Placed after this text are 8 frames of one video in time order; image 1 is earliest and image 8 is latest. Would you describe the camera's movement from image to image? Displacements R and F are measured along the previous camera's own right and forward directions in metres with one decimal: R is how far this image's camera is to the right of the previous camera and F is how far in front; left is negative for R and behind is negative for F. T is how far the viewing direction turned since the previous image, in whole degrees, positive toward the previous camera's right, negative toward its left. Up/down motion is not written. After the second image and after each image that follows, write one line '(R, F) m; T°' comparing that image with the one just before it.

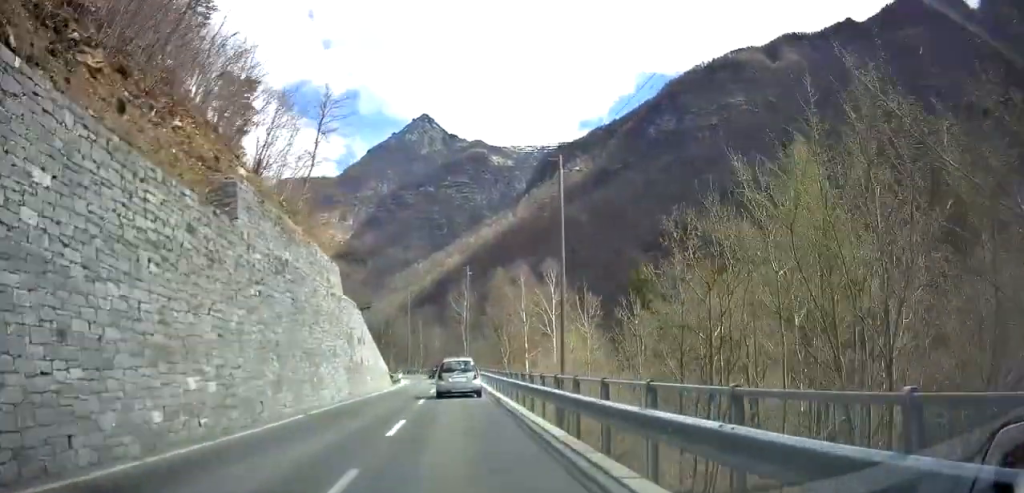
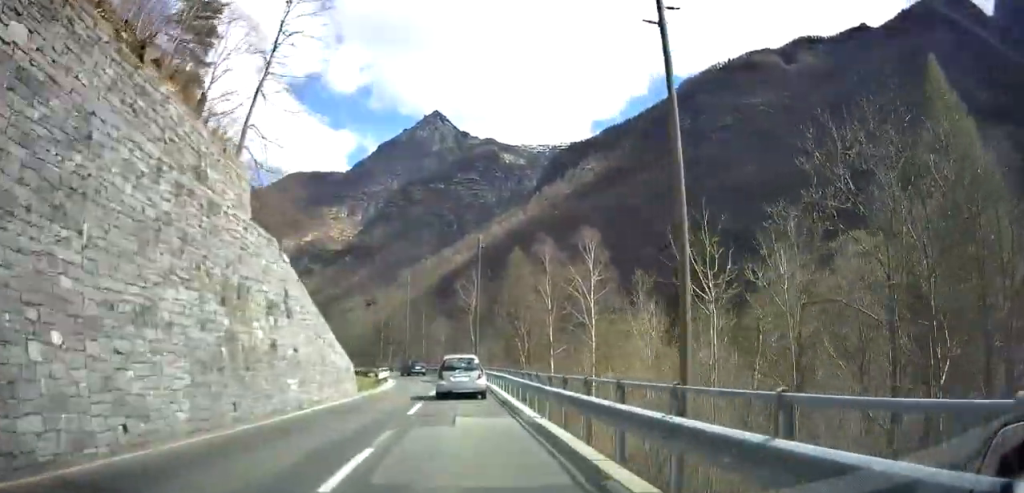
(+0.2, +14.3) m; +2°
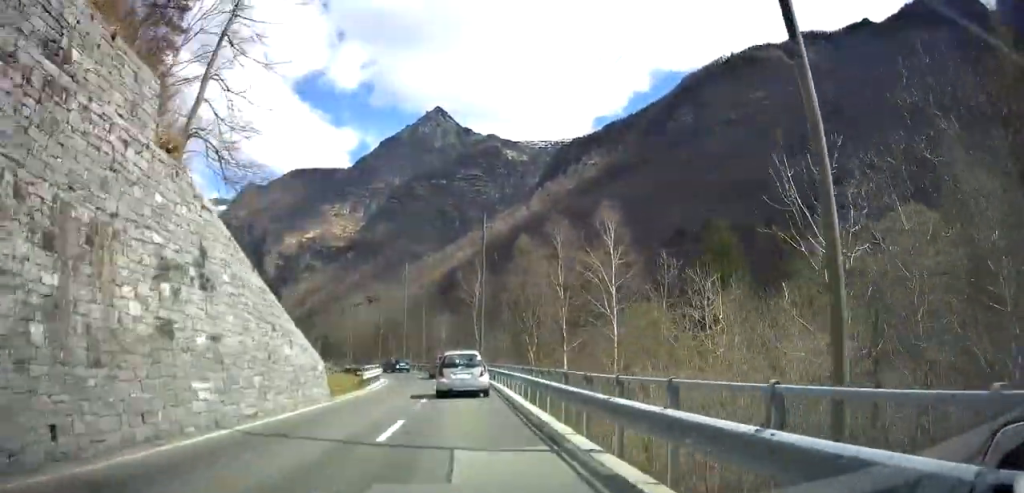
(+0.1, +6.2) m; +1°
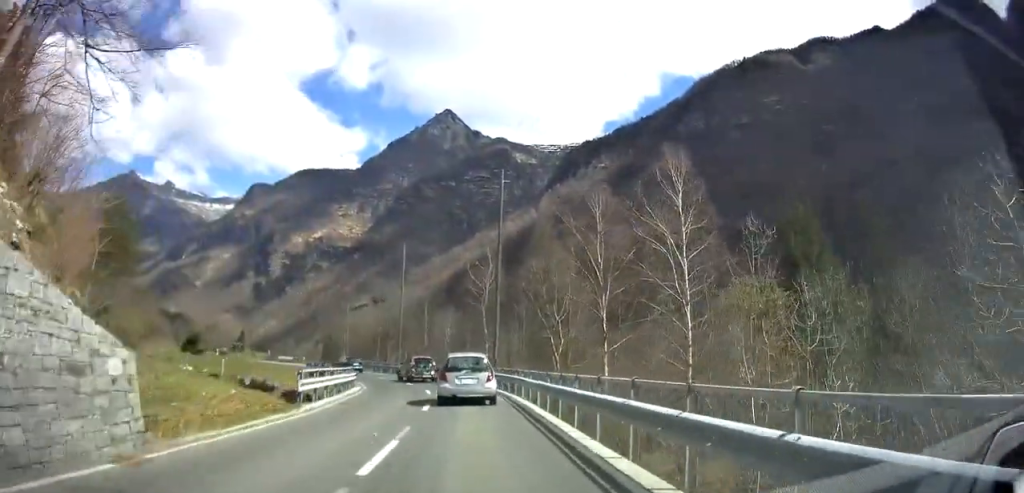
(+0.2, +12.5) m; +1°
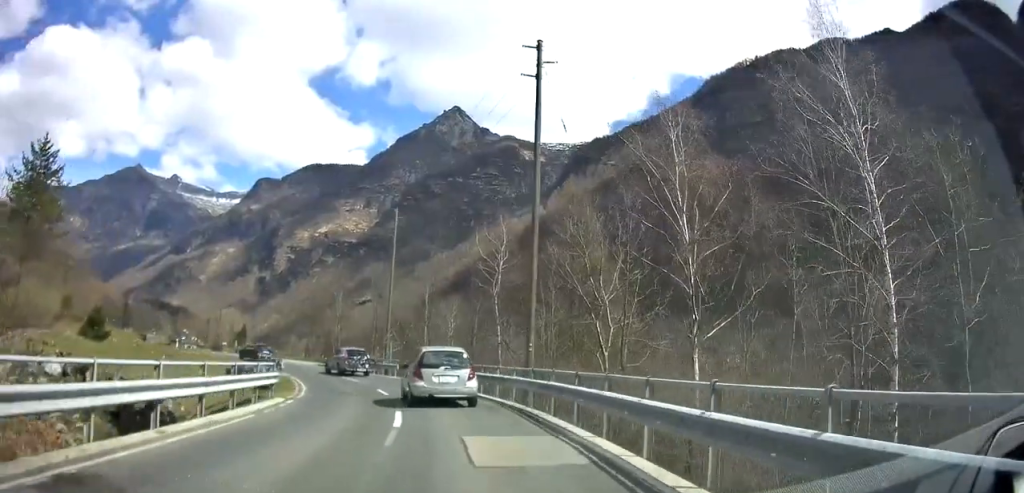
(-0.1, +14.2) m; -2°
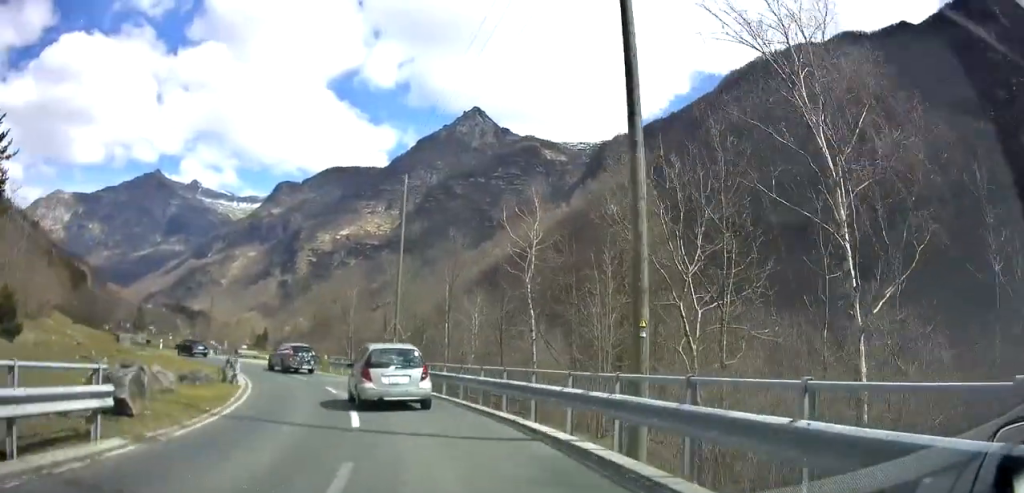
(-0.3, +9.9) m; -4°
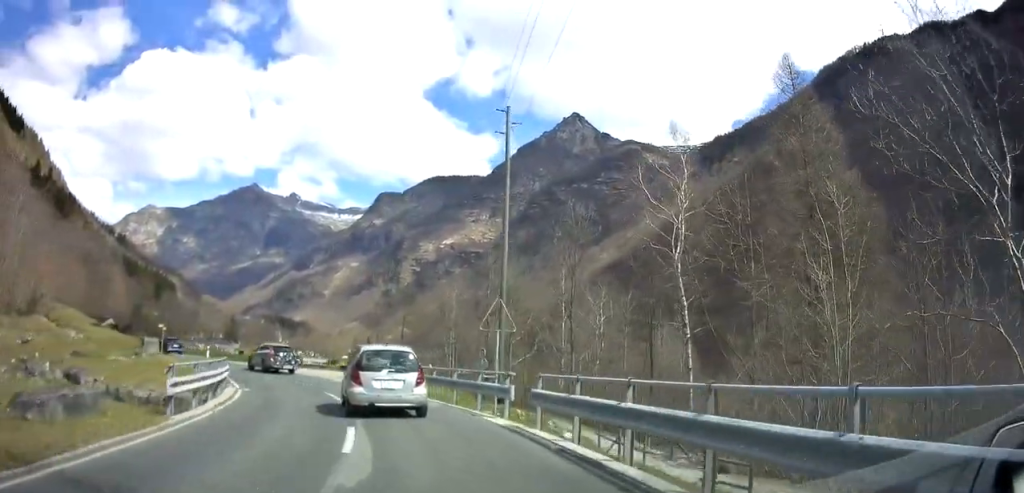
(-0.7, +12.4) m; -10°
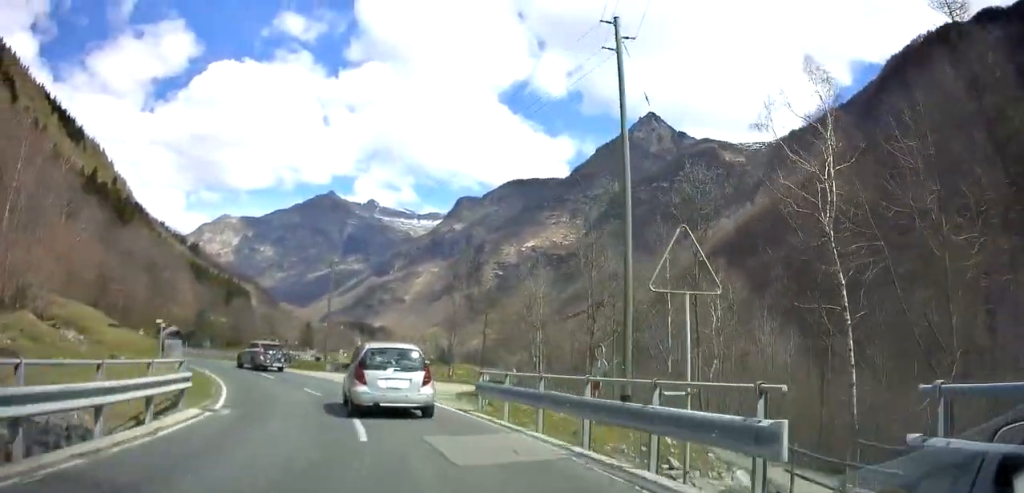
(-0.6, +7.9) m; -8°
